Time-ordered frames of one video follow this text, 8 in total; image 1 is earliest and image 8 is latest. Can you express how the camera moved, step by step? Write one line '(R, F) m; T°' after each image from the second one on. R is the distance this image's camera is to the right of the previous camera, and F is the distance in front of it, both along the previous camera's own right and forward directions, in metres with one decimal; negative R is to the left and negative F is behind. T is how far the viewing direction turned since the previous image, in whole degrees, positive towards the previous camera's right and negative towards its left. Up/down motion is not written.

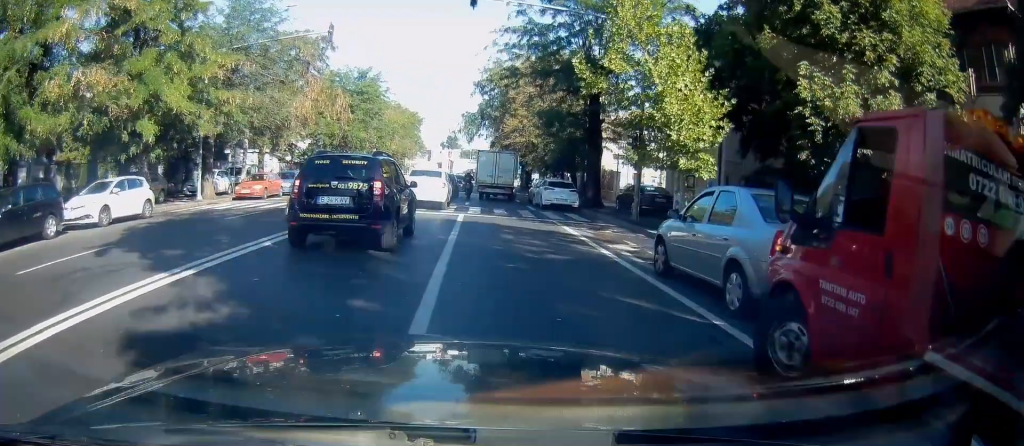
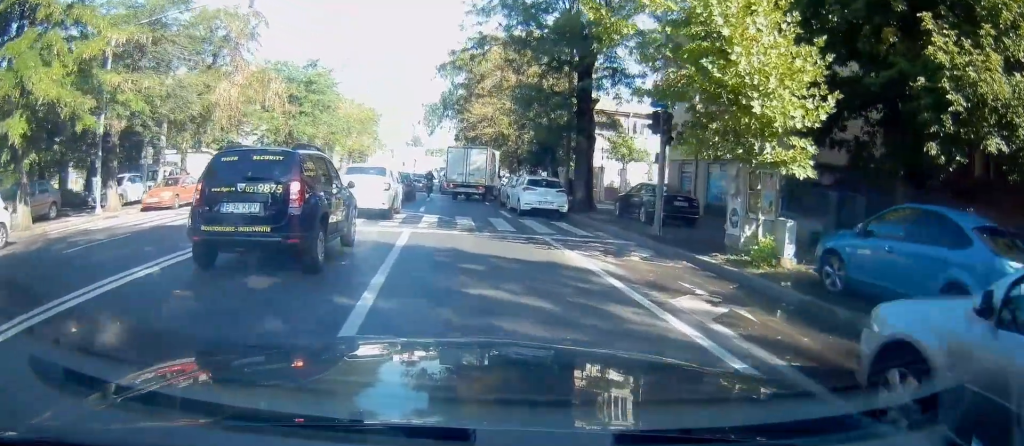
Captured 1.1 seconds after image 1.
(+0.4, +6.1) m; +2°
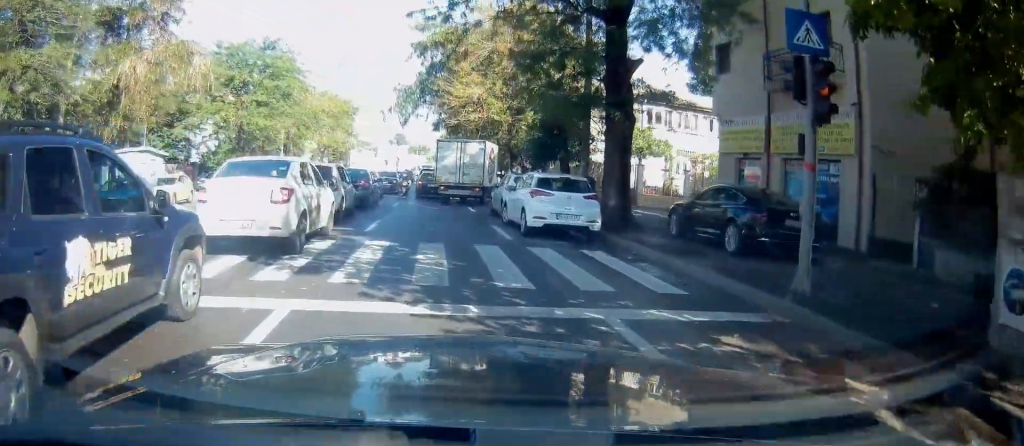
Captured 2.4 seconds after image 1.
(-0.1, +7.6) m; -1°
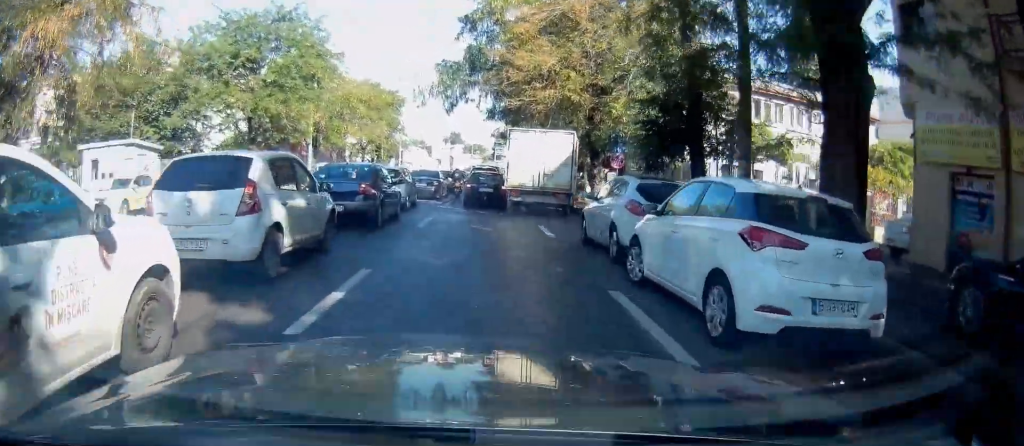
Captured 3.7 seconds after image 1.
(0.0, +8.2) m; -1°
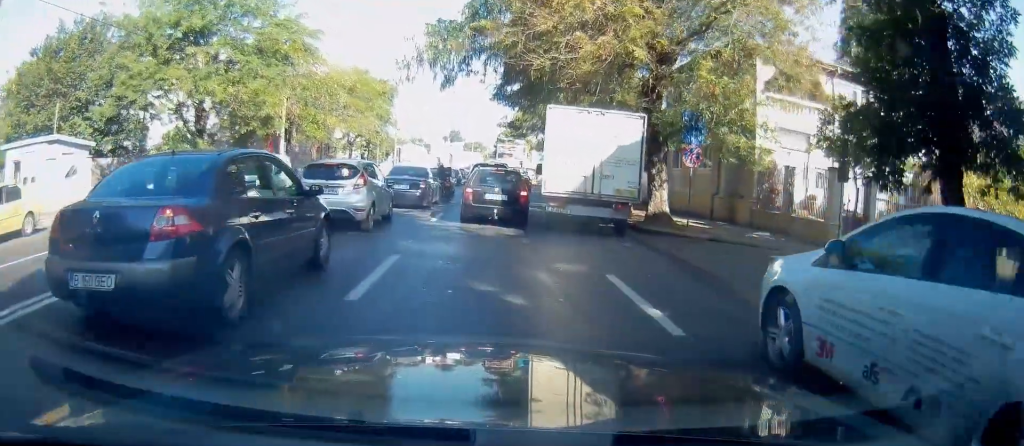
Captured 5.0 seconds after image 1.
(0.0, +8.3) m; +2°
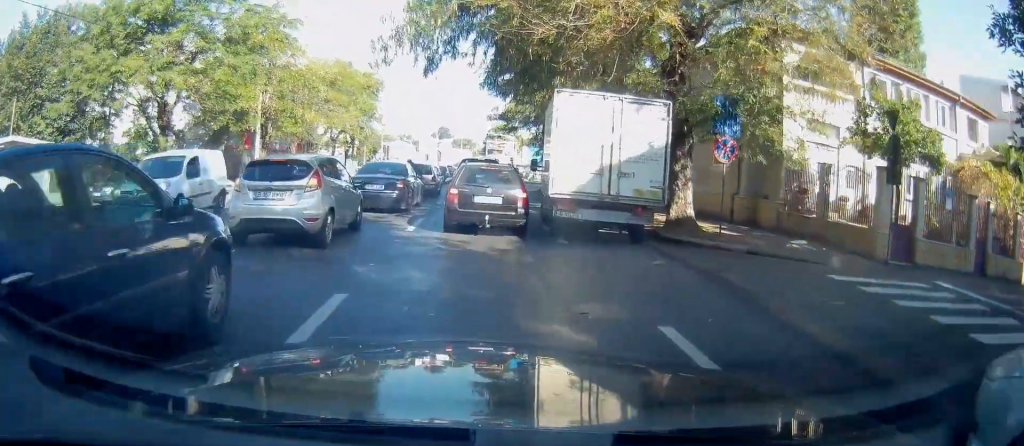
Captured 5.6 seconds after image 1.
(+0.1, +3.3) m; +2°
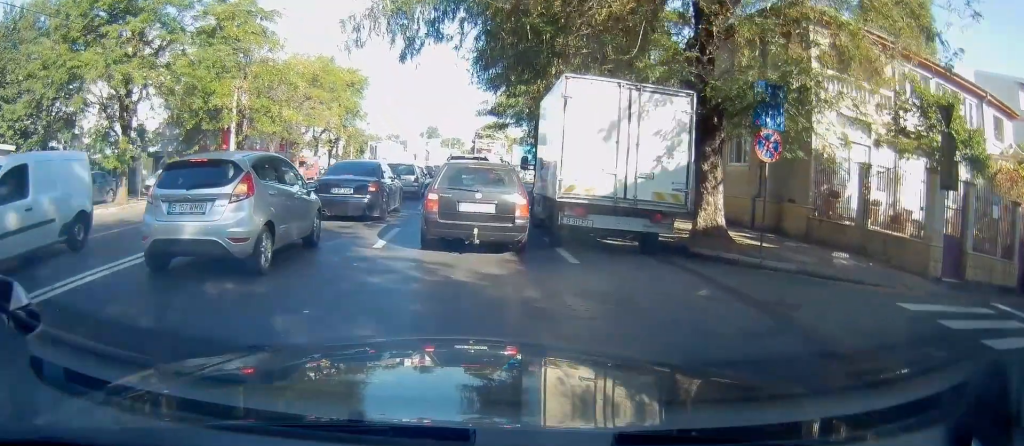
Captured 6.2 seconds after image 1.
(+0.1, +3.2) m; +3°
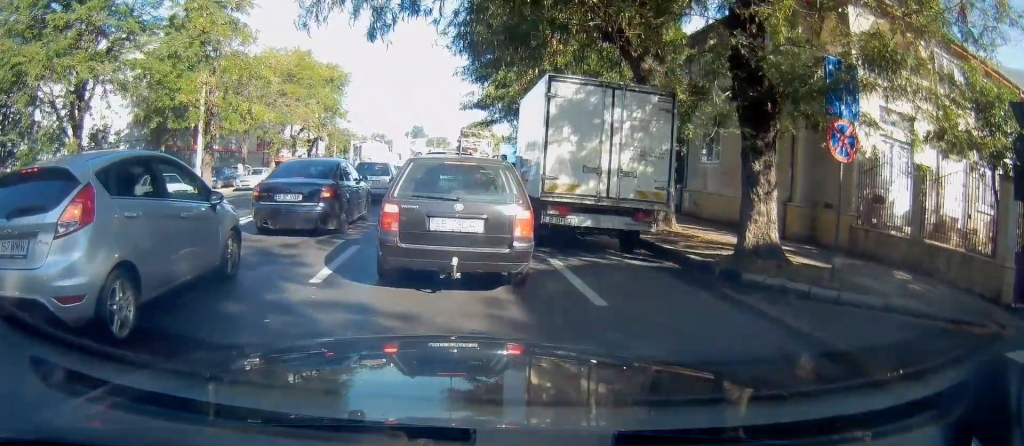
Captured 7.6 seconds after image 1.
(+0.3, +4.0) m; +4°
